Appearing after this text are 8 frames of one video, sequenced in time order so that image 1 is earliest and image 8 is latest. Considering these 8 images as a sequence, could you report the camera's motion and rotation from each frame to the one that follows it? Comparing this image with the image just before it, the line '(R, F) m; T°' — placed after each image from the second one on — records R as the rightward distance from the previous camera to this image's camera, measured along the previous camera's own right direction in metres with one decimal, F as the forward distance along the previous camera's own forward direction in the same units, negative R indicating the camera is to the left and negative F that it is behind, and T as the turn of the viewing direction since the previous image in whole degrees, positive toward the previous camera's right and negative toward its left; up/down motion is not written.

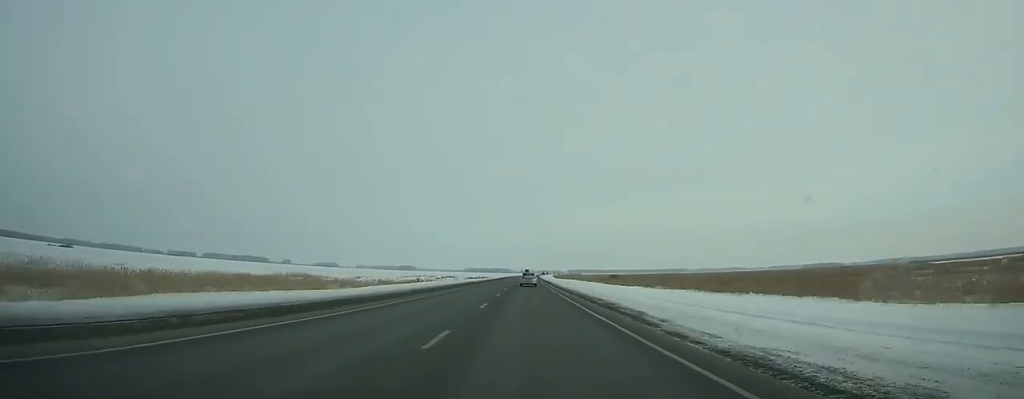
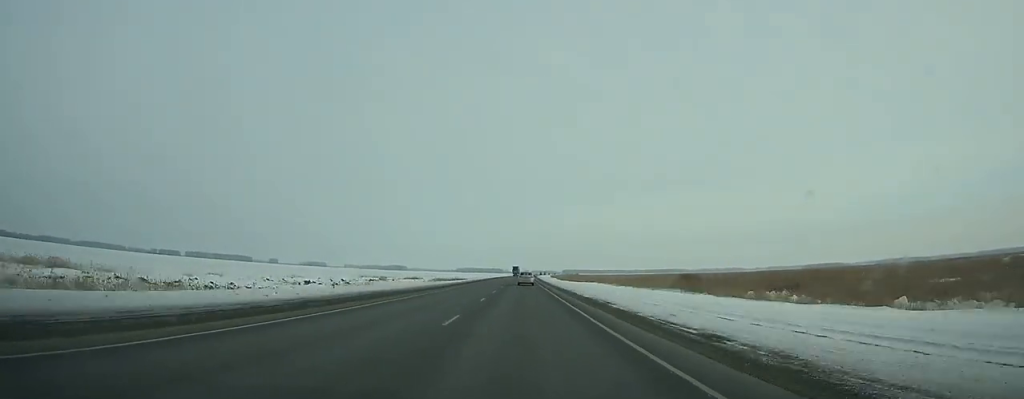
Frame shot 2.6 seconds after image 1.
(+0.4, +80.4) m; 0°
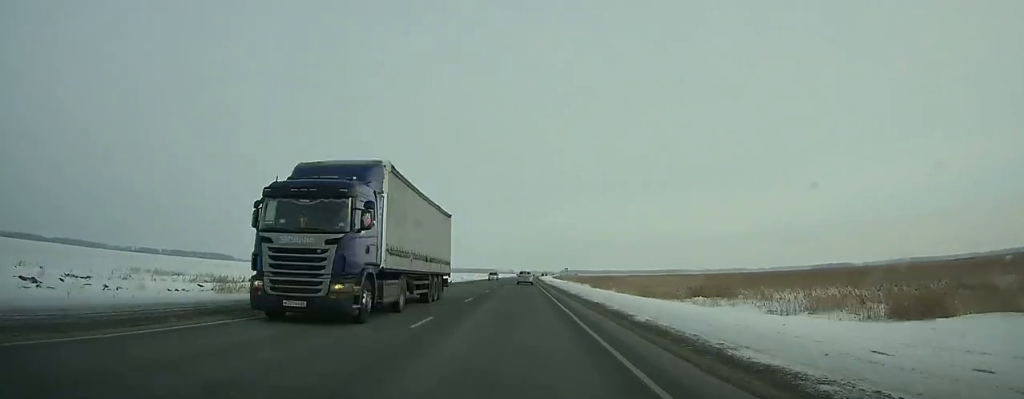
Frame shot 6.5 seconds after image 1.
(+0.6, +121.9) m; 0°
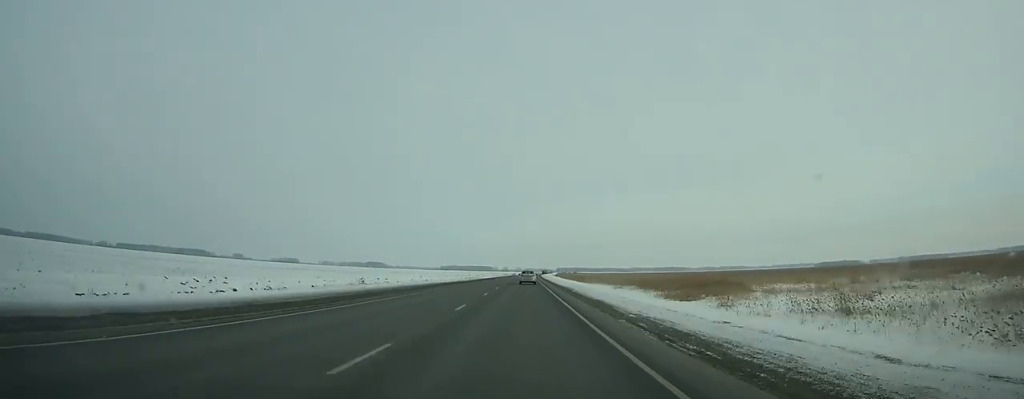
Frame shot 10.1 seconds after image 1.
(-0.1, +114.1) m; 0°
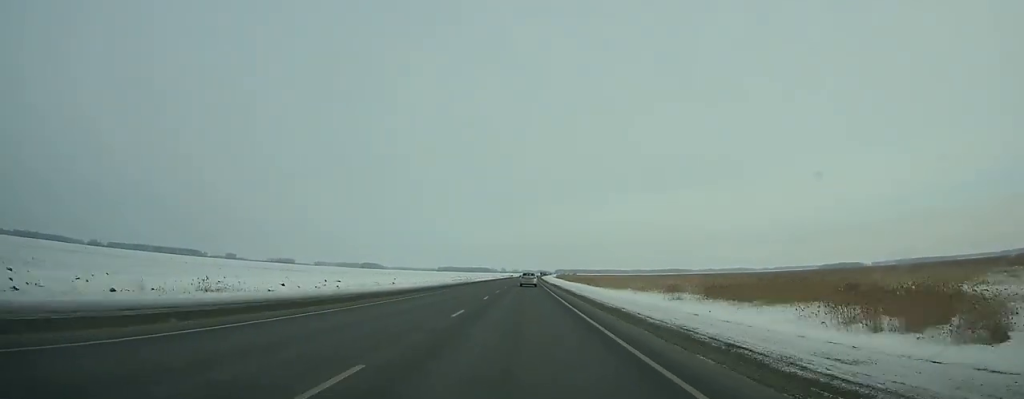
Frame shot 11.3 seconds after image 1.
(+0.1, +38.3) m; 0°
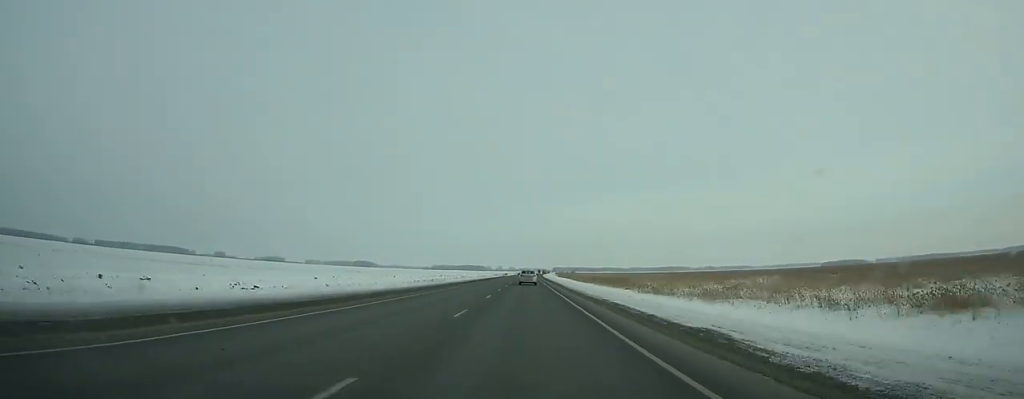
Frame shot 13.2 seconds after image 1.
(+0.1, +60.4) m; 0°
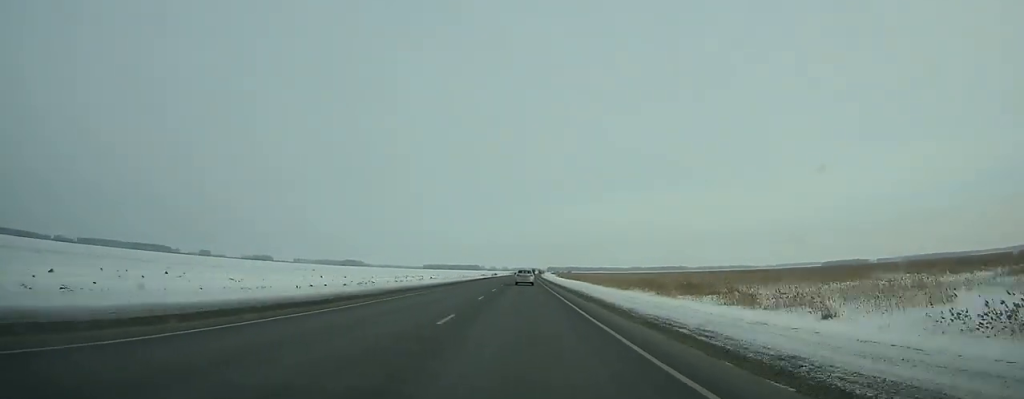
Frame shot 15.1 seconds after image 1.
(+0.3, +60.4) m; 0°
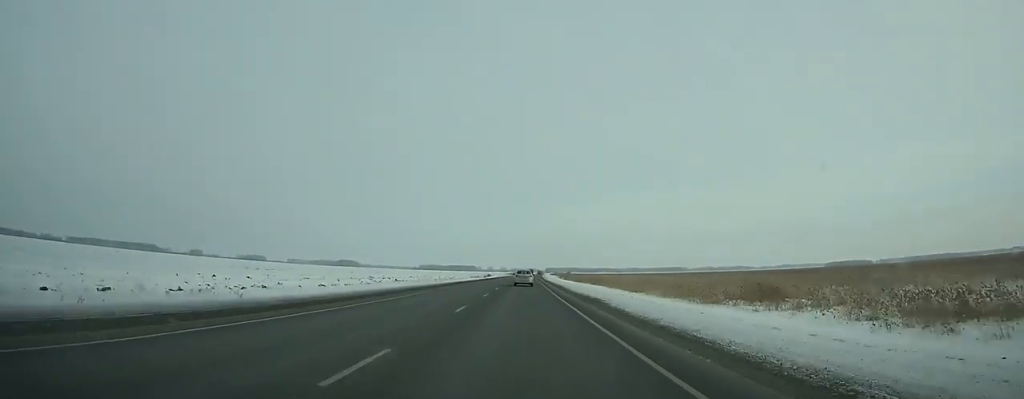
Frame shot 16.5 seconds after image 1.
(+0.1, +44.3) m; 0°
